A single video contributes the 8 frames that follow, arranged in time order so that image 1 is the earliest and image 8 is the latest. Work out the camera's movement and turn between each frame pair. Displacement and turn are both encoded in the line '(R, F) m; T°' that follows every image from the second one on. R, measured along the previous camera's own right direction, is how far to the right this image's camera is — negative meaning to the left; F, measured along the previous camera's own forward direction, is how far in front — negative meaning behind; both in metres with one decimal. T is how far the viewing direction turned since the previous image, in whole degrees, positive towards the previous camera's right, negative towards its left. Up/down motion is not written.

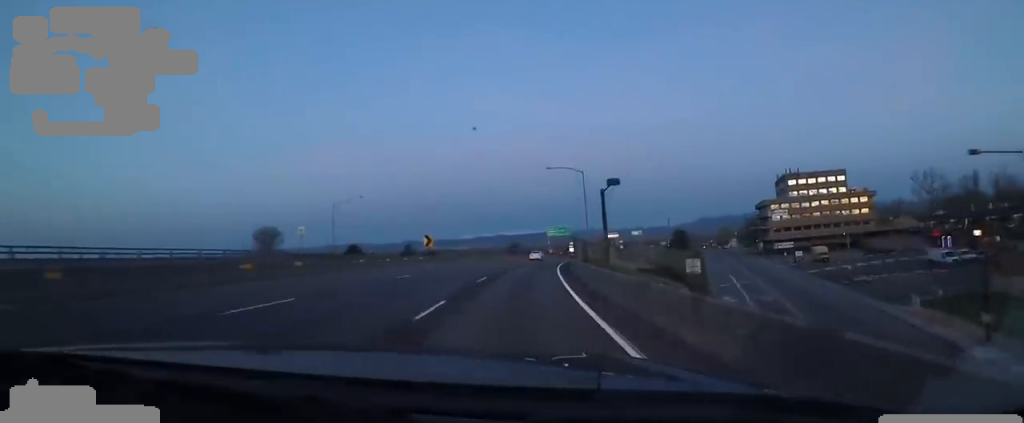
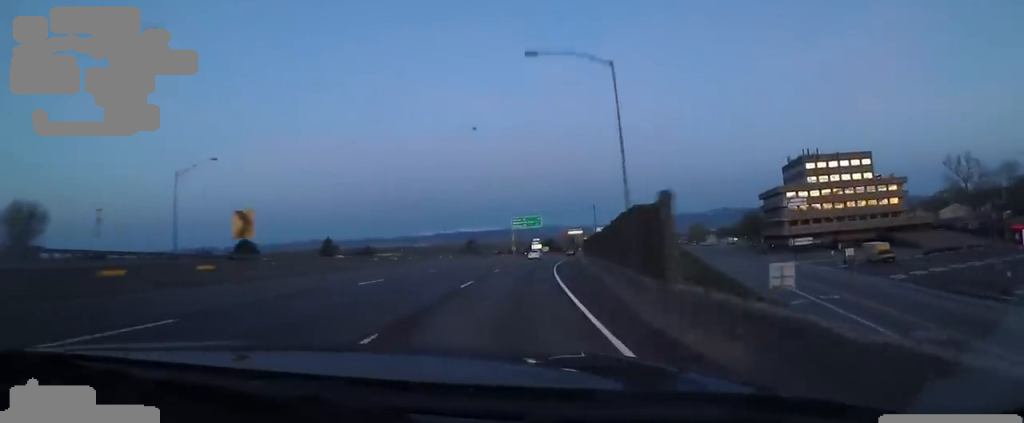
(+1.3, +27.7) m; +5°
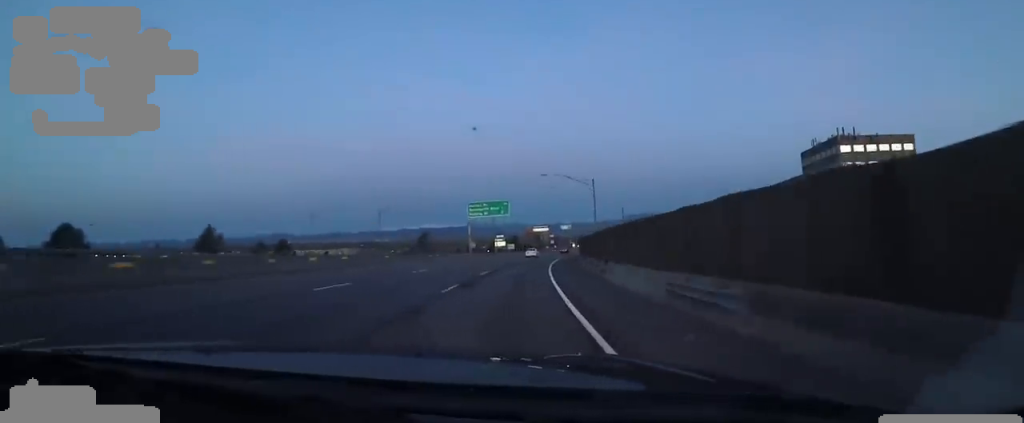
(+1.0, +25.7) m; +3°
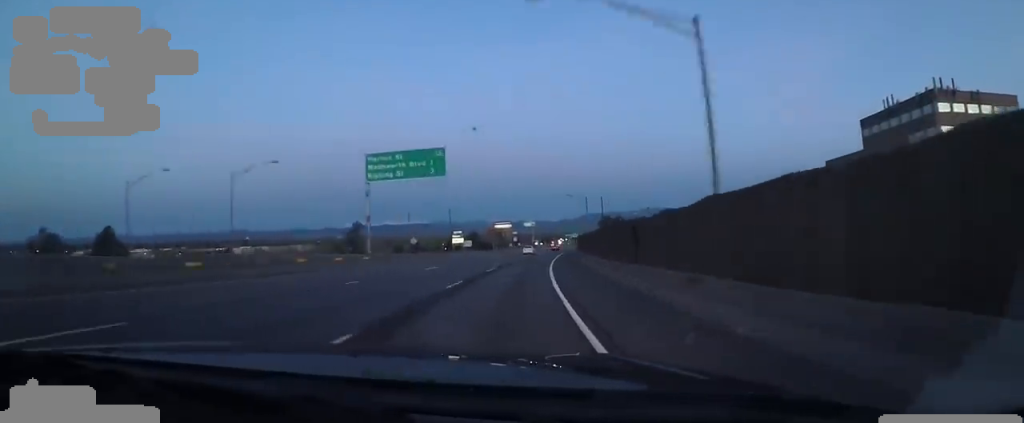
(+0.7, +33.4) m; +5°
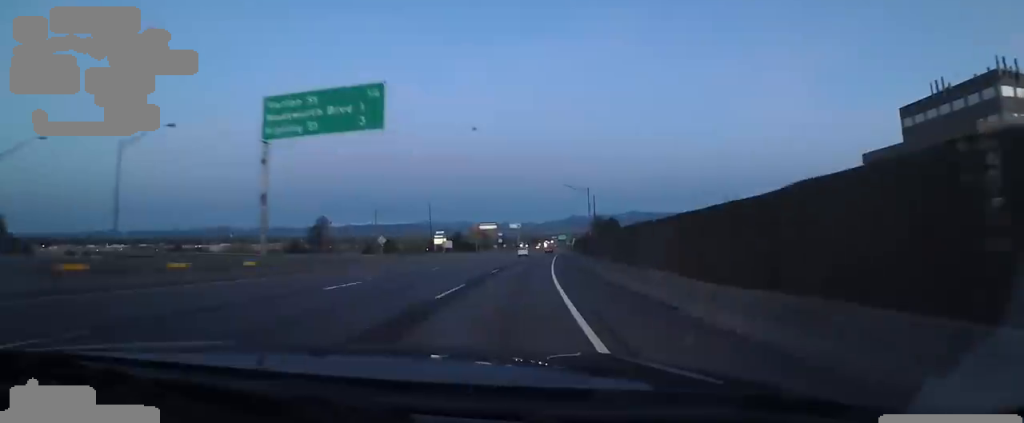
(-0.3, +13.0) m; +2°
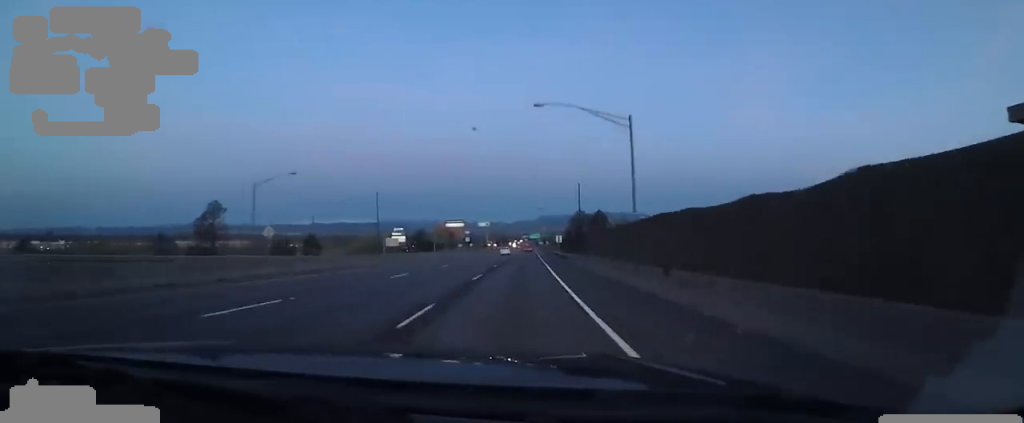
(+2.5, +29.8) m; +3°
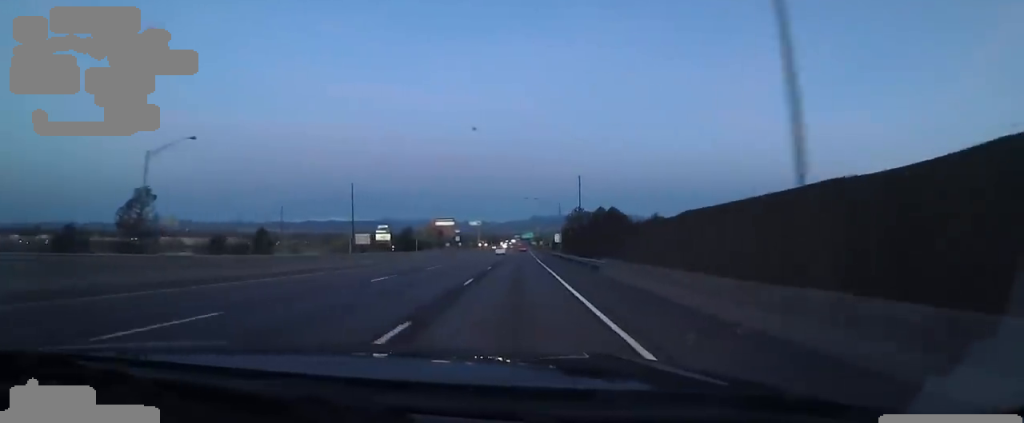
(-0.7, +15.0) m; 0°
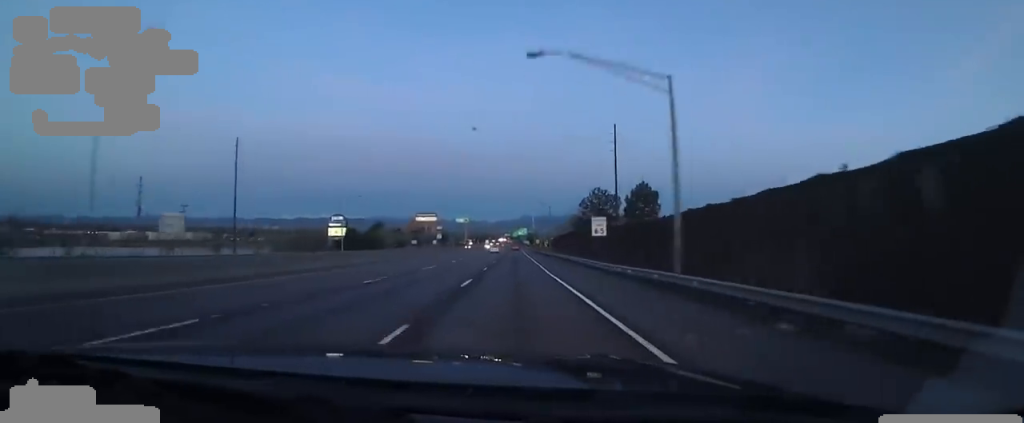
(+1.6, +48.5) m; +3°
